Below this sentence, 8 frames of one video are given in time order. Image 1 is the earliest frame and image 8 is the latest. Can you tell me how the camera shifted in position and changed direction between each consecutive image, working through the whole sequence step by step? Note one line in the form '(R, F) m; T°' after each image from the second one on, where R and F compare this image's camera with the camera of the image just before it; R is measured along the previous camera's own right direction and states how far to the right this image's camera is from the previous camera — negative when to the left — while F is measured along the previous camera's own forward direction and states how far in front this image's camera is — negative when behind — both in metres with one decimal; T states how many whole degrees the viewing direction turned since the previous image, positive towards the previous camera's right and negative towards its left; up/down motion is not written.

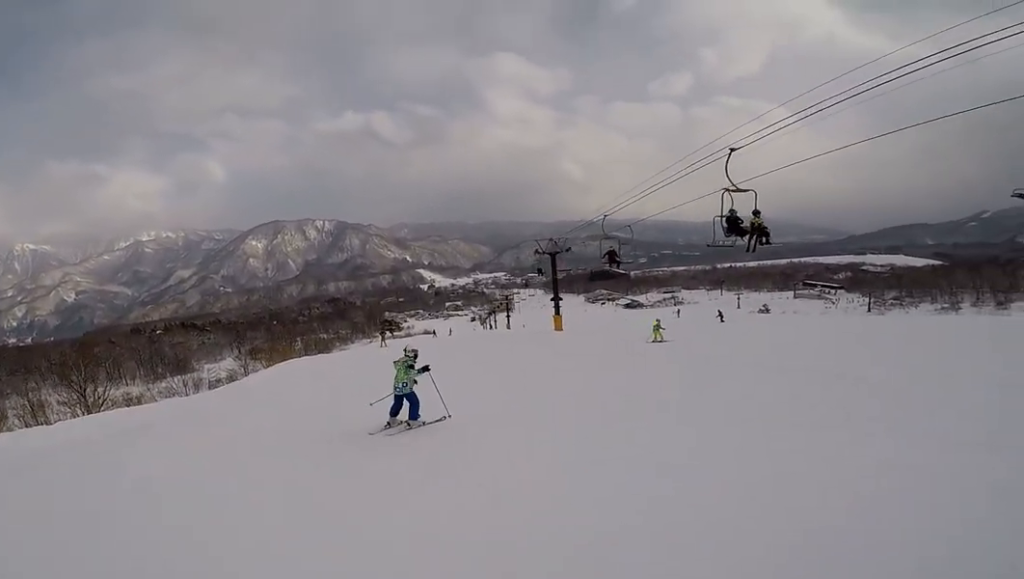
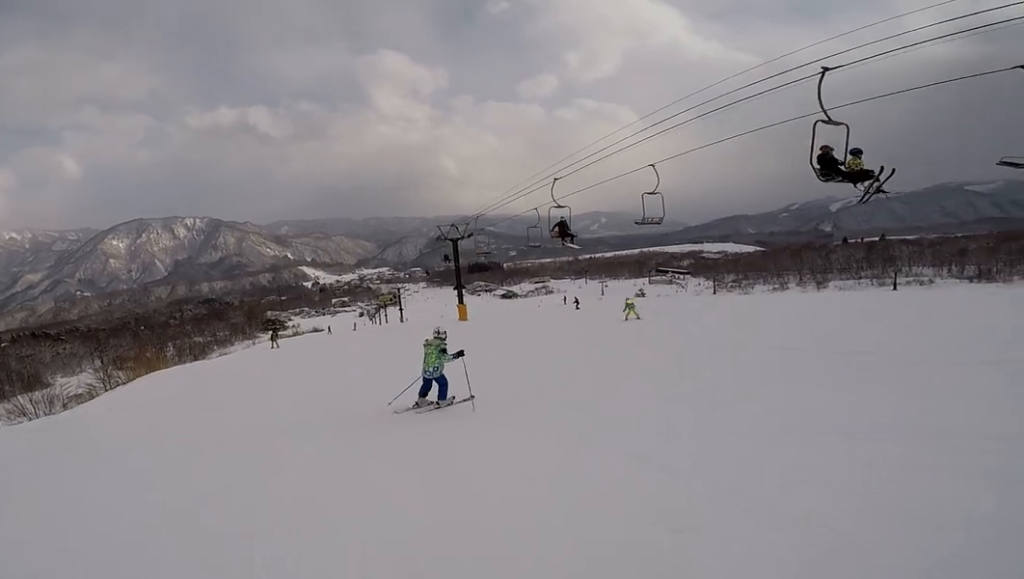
(+0.2, +4.5) m; +12°
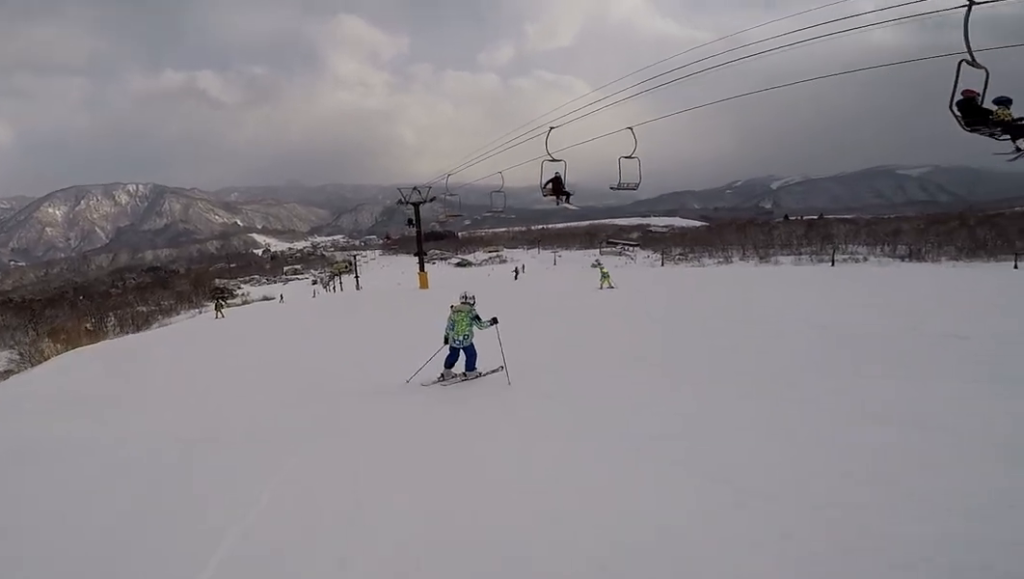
(+0.1, +2.3) m; +14°
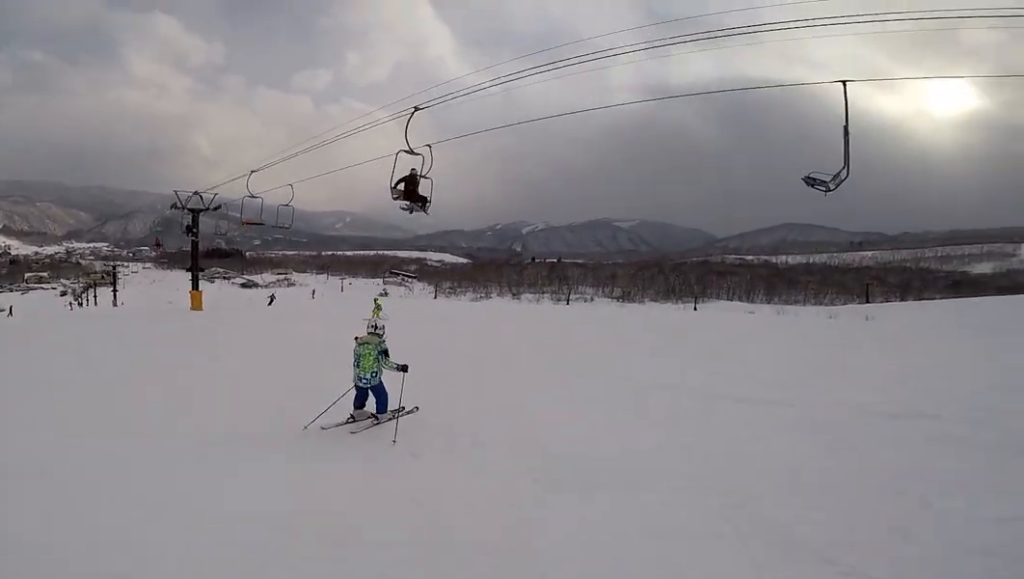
(+1.1, +3.4) m; +20°
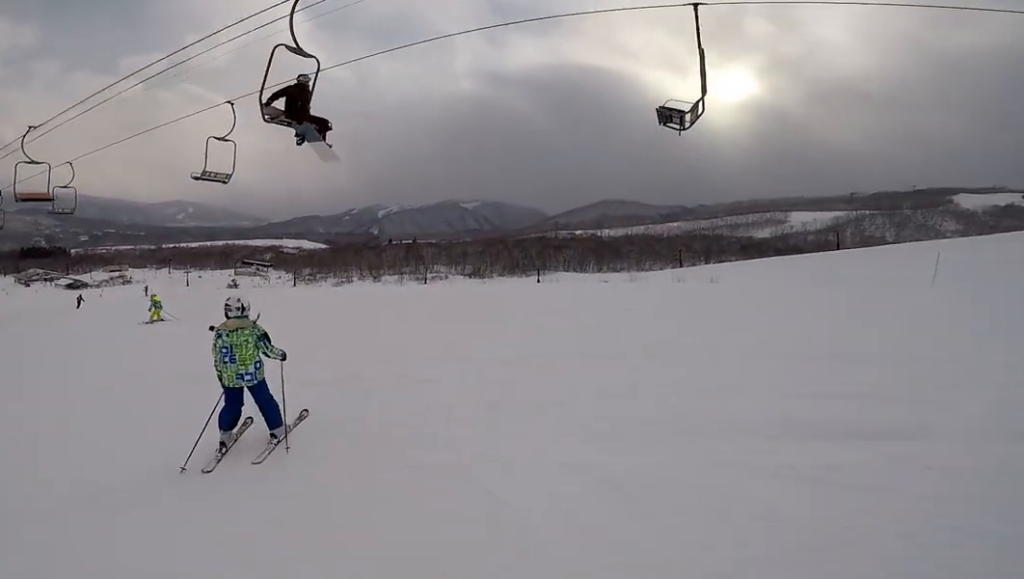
(+0.3, +3.6) m; +10°
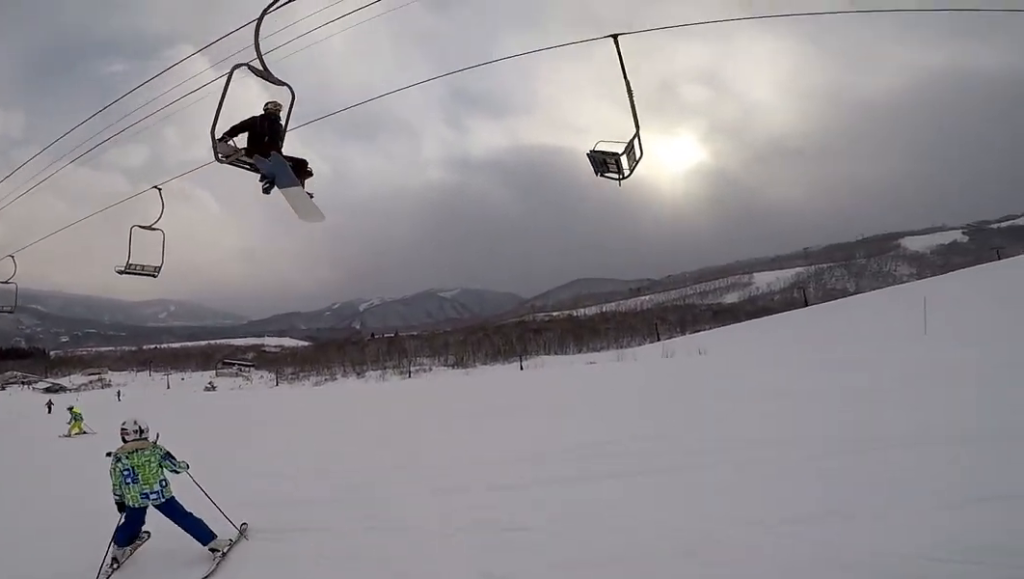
(-0.2, +1.8) m; +2°
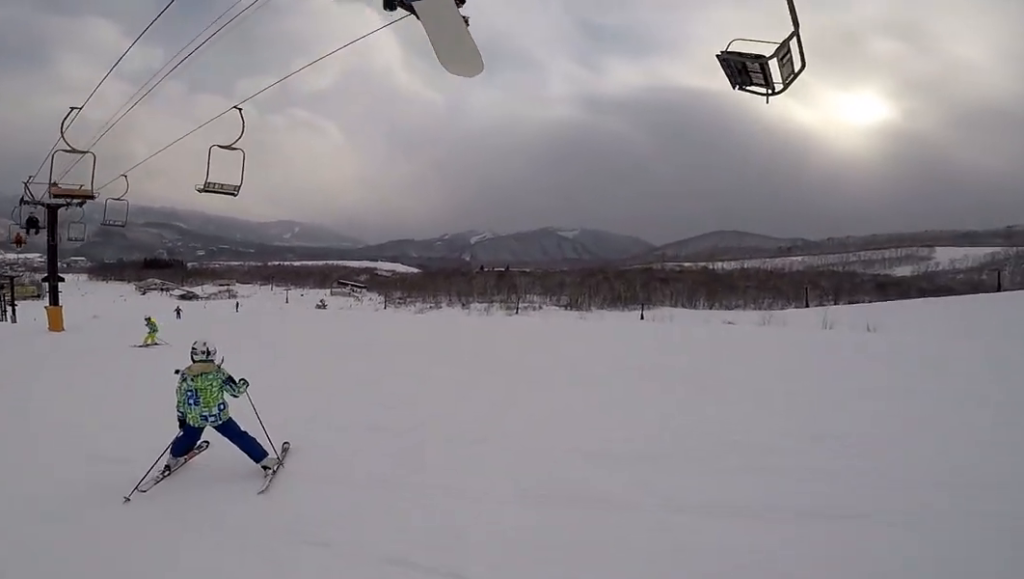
(+0.5, +1.8) m; -1°
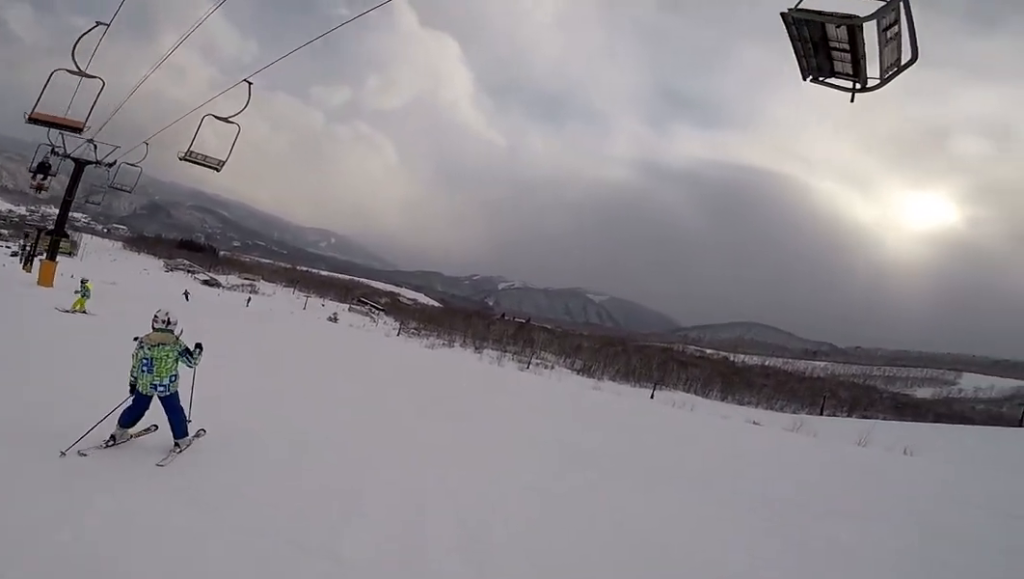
(0.0, +2.6) m; -1°
